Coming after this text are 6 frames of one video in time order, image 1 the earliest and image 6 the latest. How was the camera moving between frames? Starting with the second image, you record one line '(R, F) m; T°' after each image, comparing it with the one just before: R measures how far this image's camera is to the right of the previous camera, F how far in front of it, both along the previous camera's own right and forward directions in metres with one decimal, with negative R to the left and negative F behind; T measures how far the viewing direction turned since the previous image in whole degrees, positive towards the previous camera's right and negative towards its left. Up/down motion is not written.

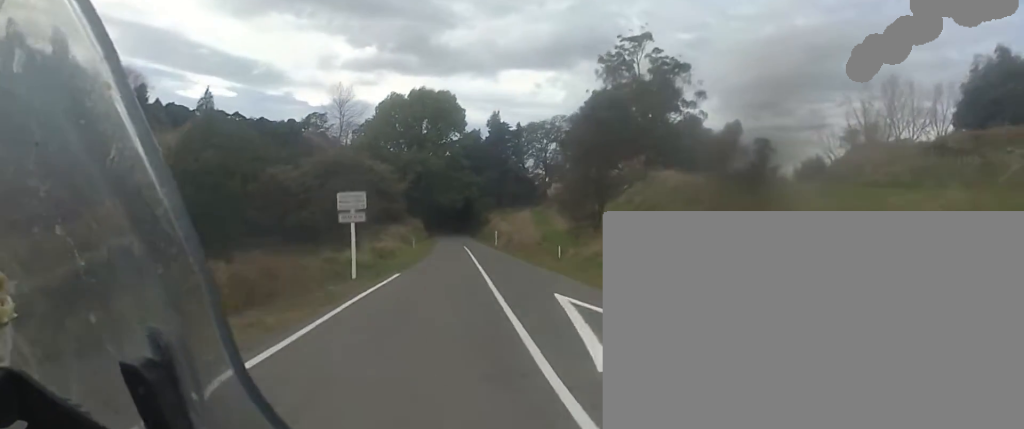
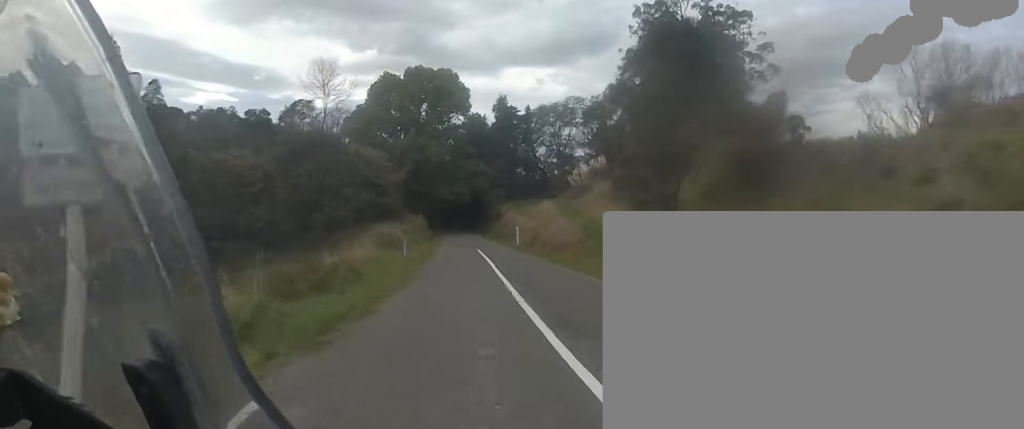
(-0.7, +12.9) m; +1°
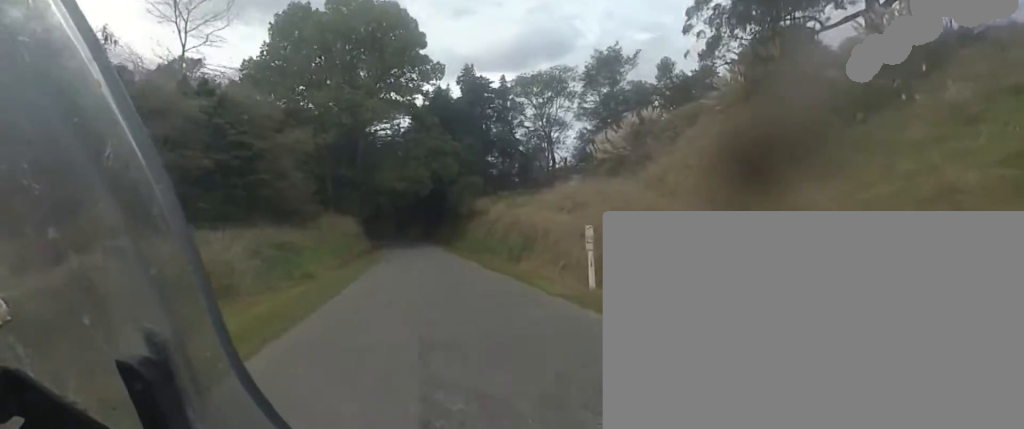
(+0.4, +28.7) m; -3°
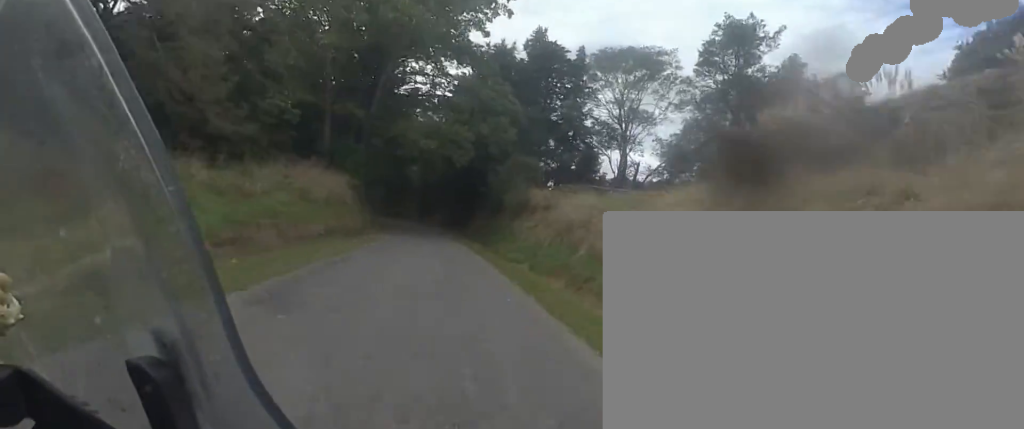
(-0.2, +17.4) m; -1°
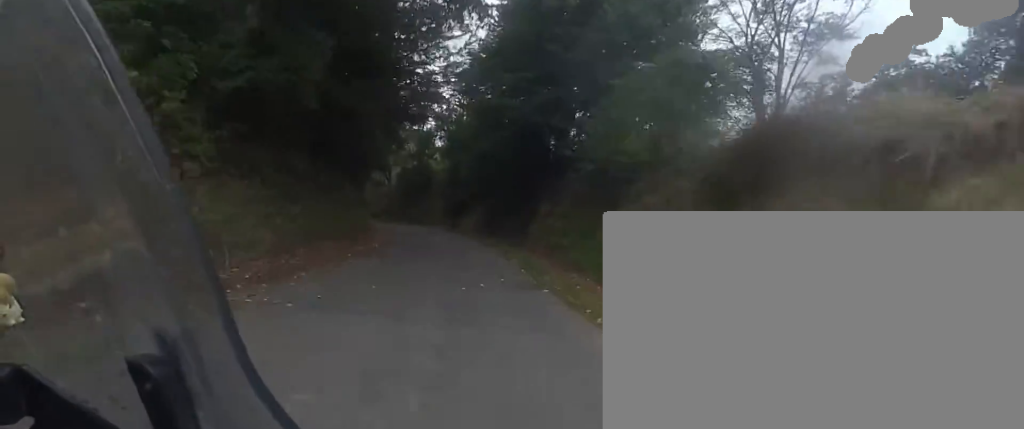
(-0.1, +27.6) m; -2°
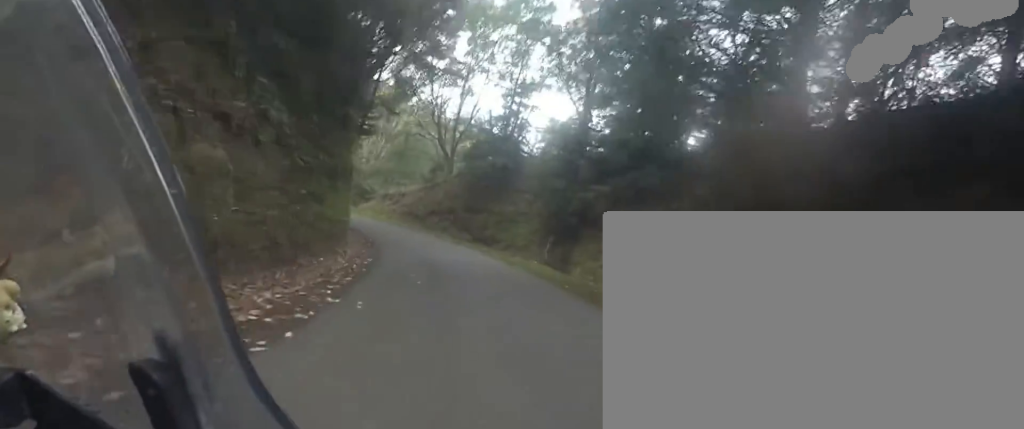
(-3.0, +32.7) m; -12°
